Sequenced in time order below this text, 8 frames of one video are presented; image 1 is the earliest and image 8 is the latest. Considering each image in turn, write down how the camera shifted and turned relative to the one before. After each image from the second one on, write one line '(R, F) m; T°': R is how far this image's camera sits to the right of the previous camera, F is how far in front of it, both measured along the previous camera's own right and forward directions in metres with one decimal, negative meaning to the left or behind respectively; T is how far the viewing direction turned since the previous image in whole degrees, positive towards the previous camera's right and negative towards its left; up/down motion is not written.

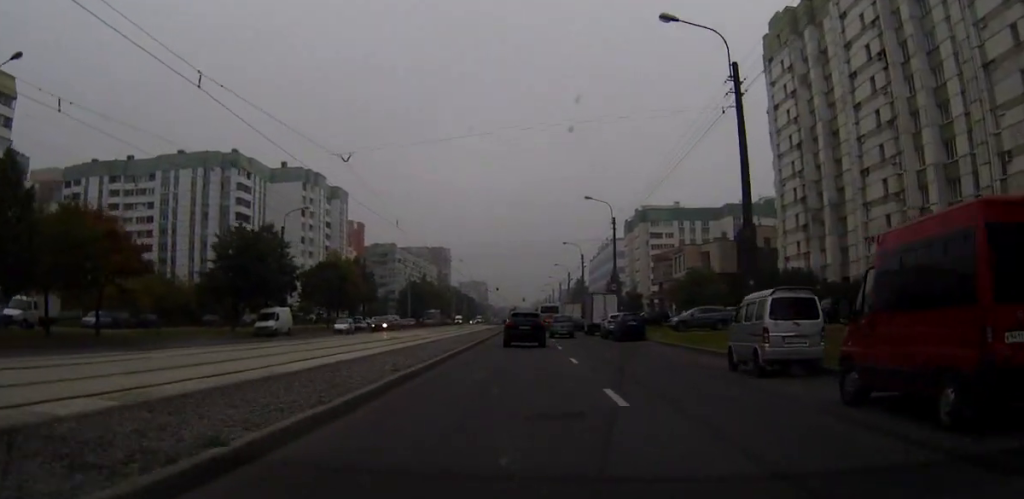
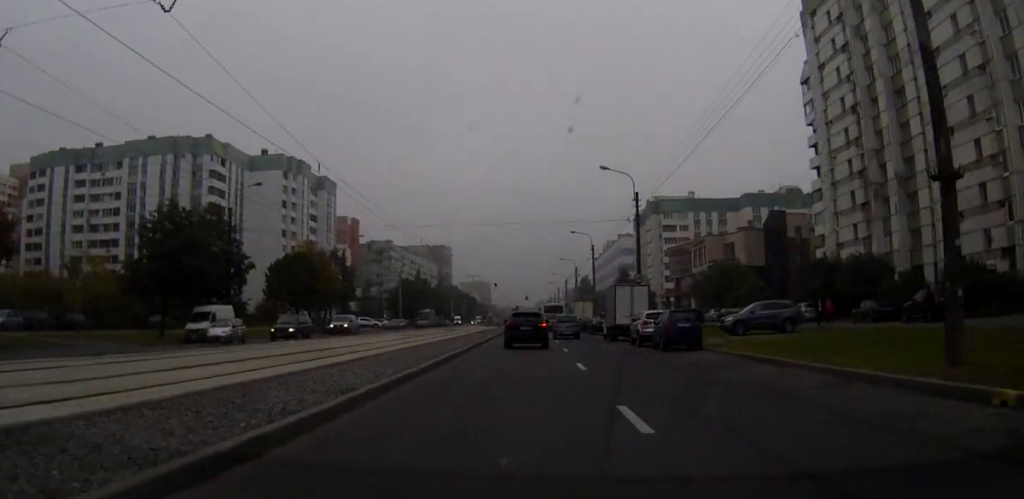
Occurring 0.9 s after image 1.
(+0.2, +14.6) m; 0°
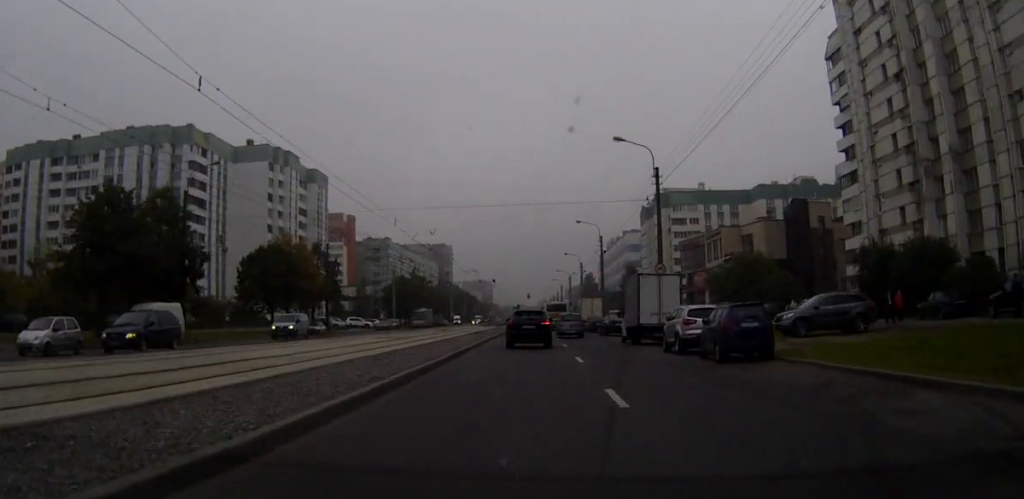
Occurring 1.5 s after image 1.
(-0.2, +9.2) m; 0°
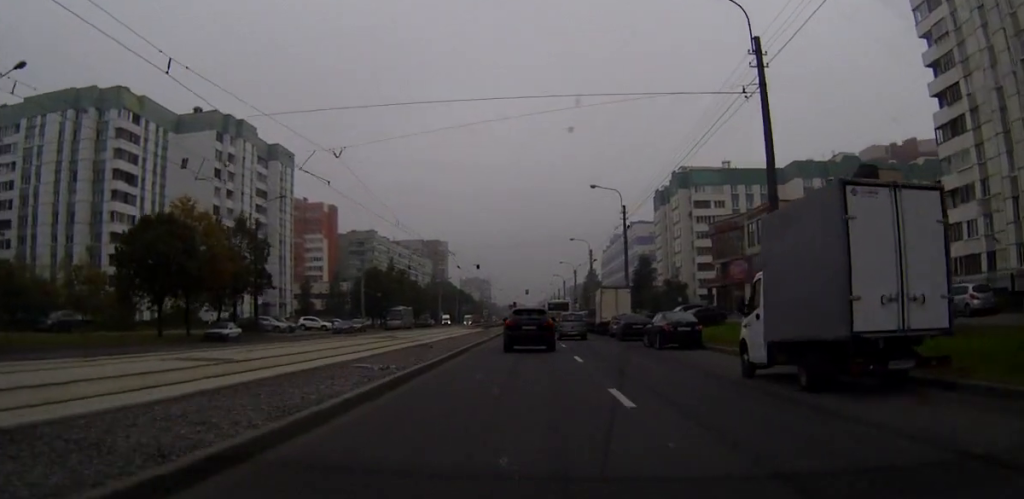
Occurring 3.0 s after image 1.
(+0.2, +24.0) m; +1°
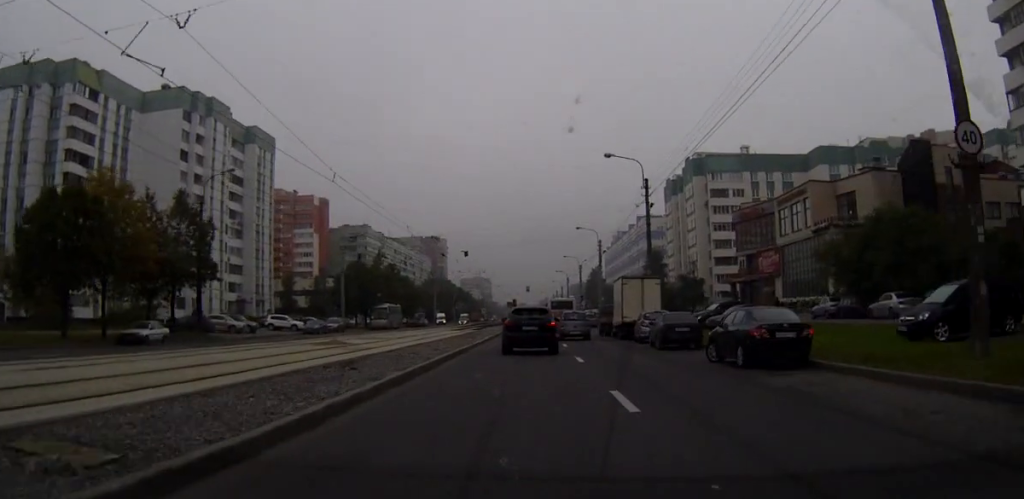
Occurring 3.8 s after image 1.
(+0.2, +12.6) m; 0°
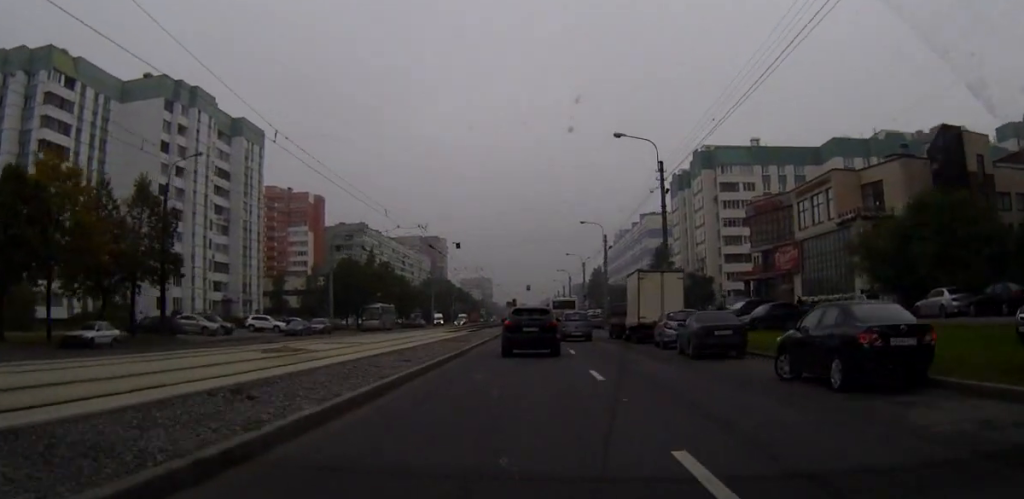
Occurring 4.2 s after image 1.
(-0.1, +6.2) m; 0°
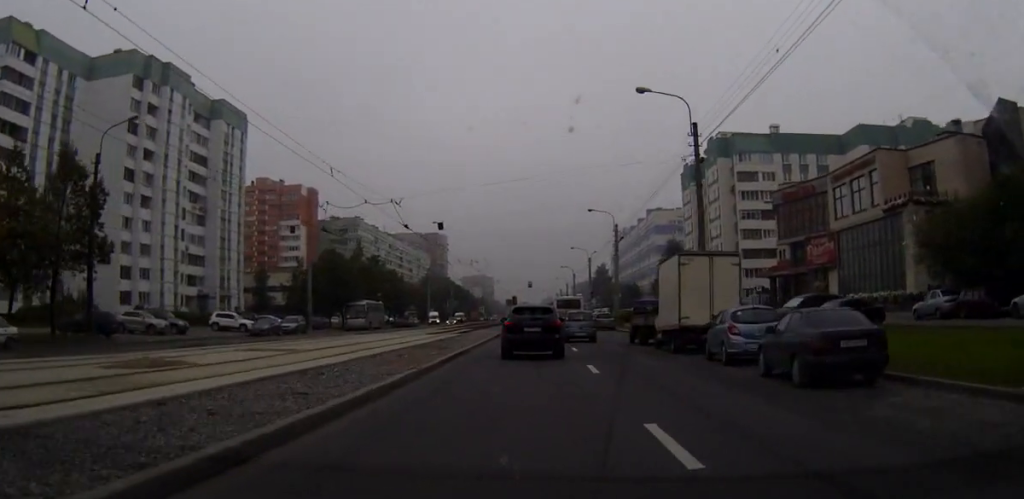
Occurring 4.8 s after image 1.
(-0.2, +9.7) m; 0°
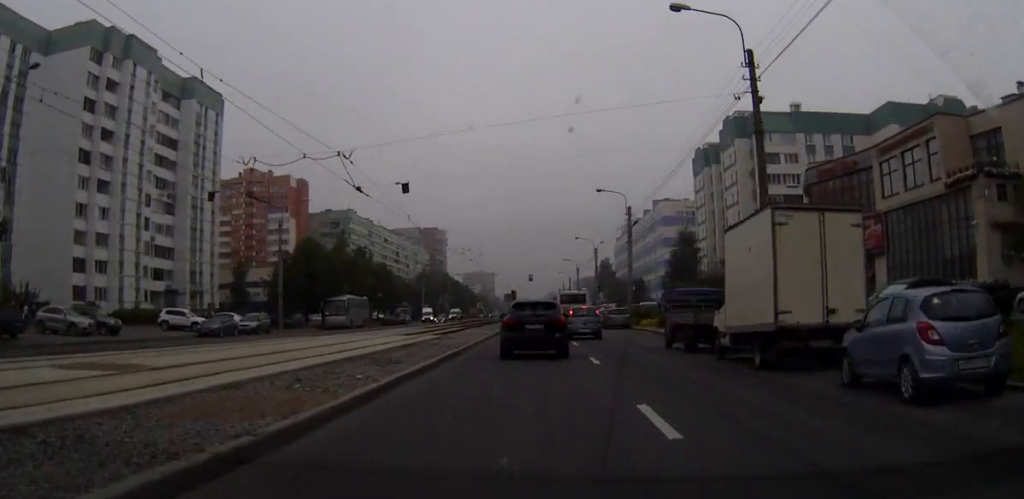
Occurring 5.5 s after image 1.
(+0.3, +10.4) m; +1°
